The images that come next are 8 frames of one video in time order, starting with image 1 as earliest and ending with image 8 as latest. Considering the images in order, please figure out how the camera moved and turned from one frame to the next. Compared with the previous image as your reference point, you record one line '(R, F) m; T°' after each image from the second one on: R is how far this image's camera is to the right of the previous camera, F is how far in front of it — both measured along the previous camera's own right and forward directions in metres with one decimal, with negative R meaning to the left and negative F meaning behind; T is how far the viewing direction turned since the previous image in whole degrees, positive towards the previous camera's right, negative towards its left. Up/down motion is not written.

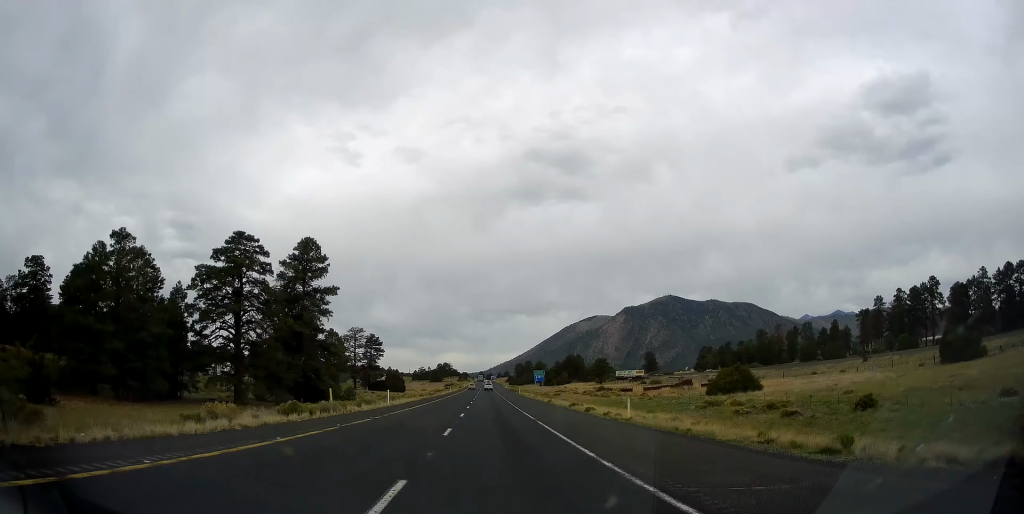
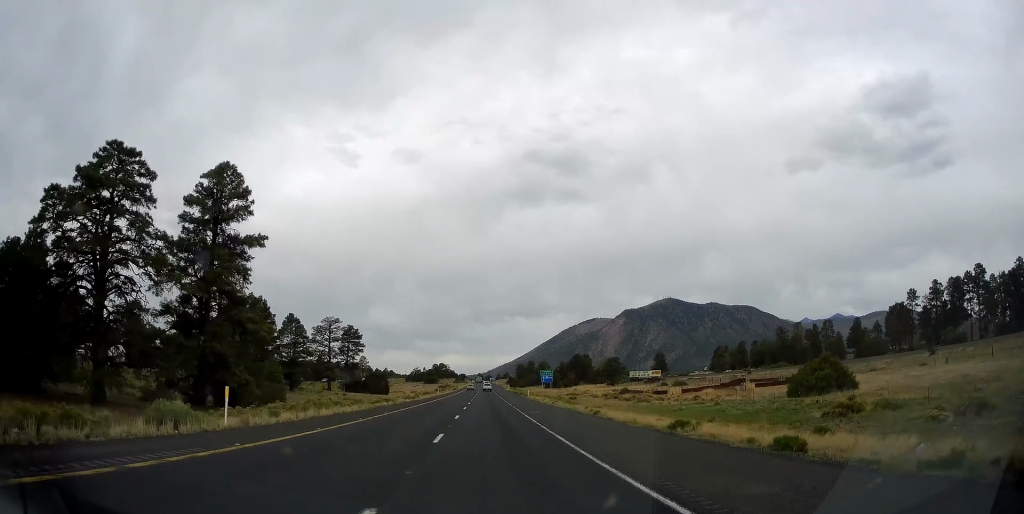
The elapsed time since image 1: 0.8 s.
(-0.1, +27.3) m; 0°
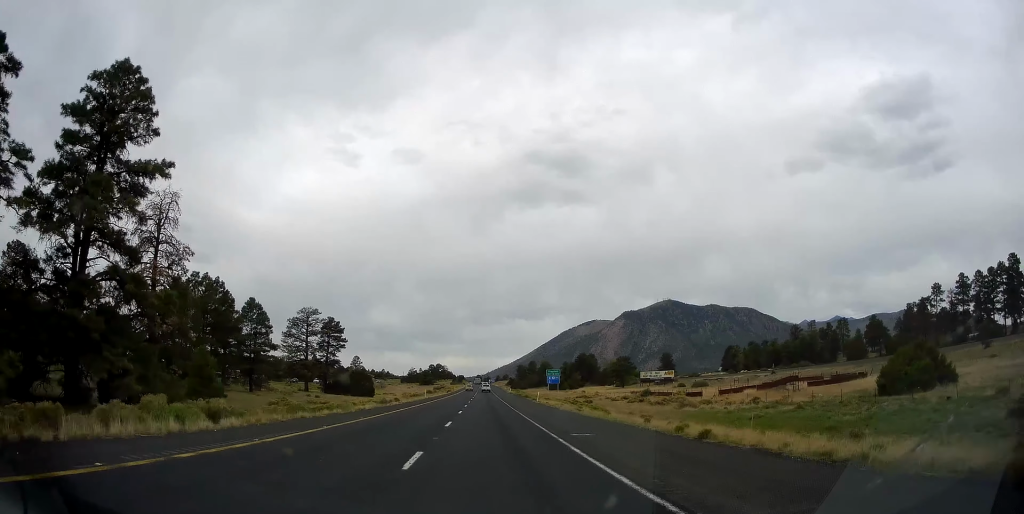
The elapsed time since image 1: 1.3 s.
(+0.4, +17.9) m; 0°
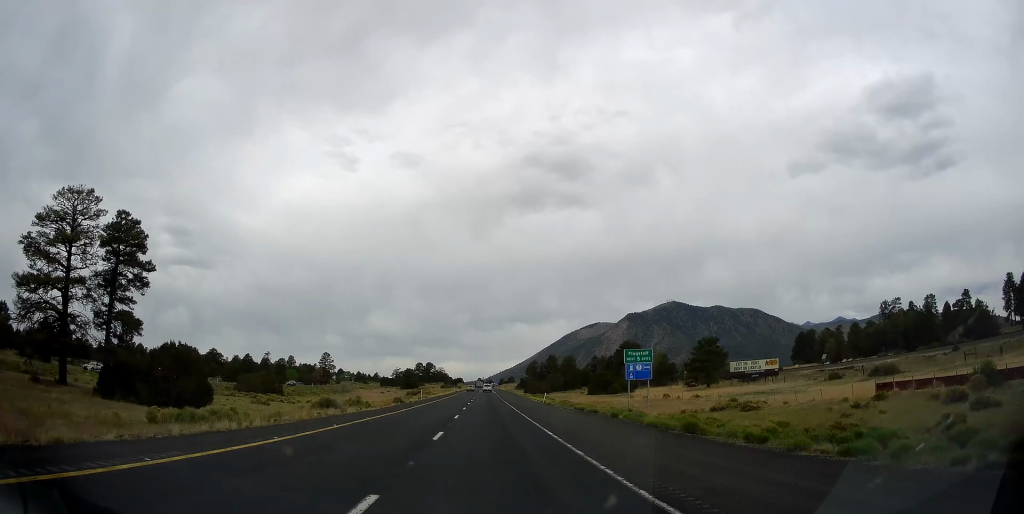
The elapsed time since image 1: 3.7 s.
(+1.0, +79.6) m; +1°
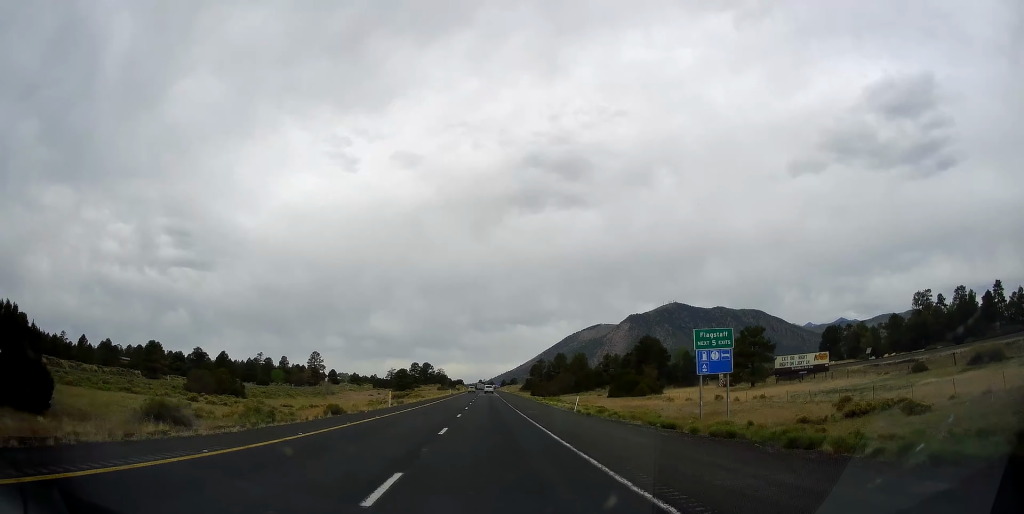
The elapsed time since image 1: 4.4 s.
(-0.3, +22.4) m; -2°
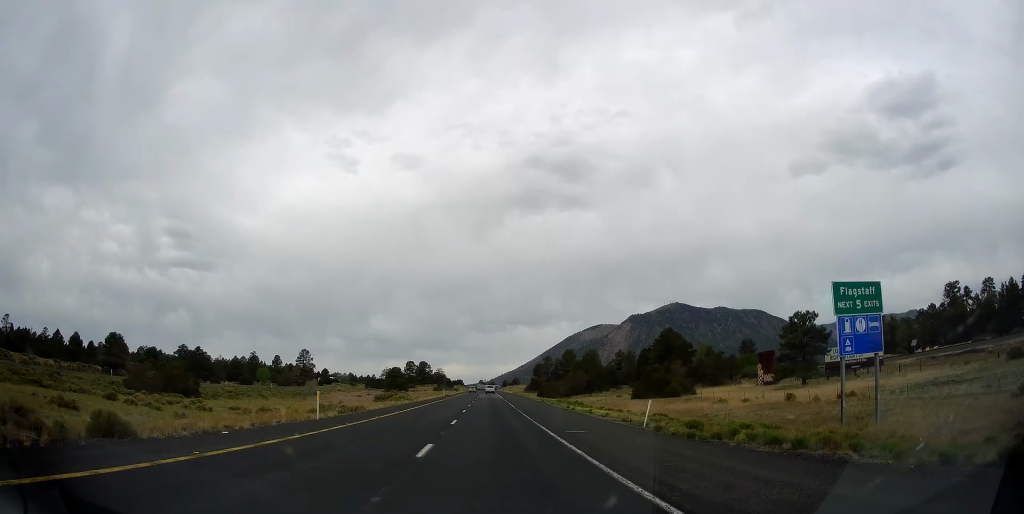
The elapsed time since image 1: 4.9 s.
(-0.3, +19.1) m; -1°
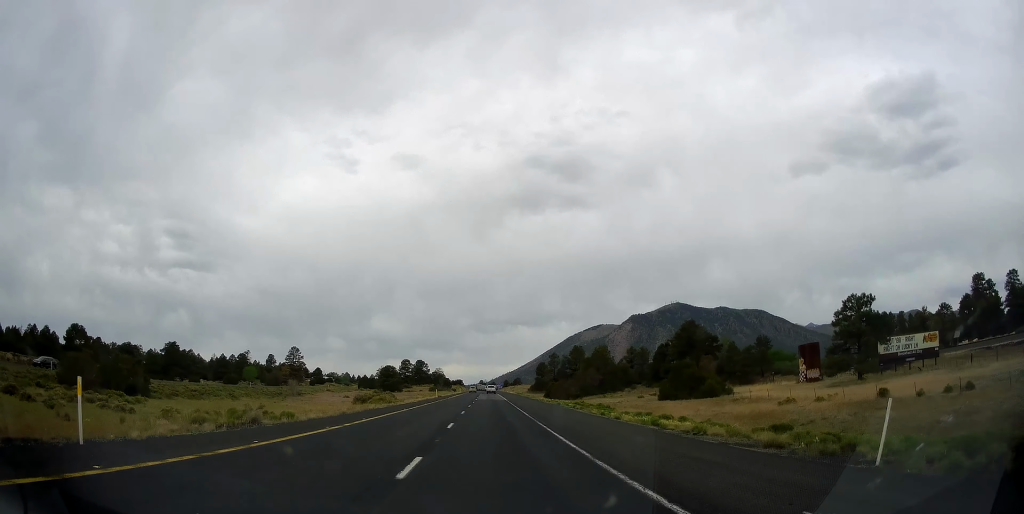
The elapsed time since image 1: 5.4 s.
(-0.3, +15.7) m; 0°
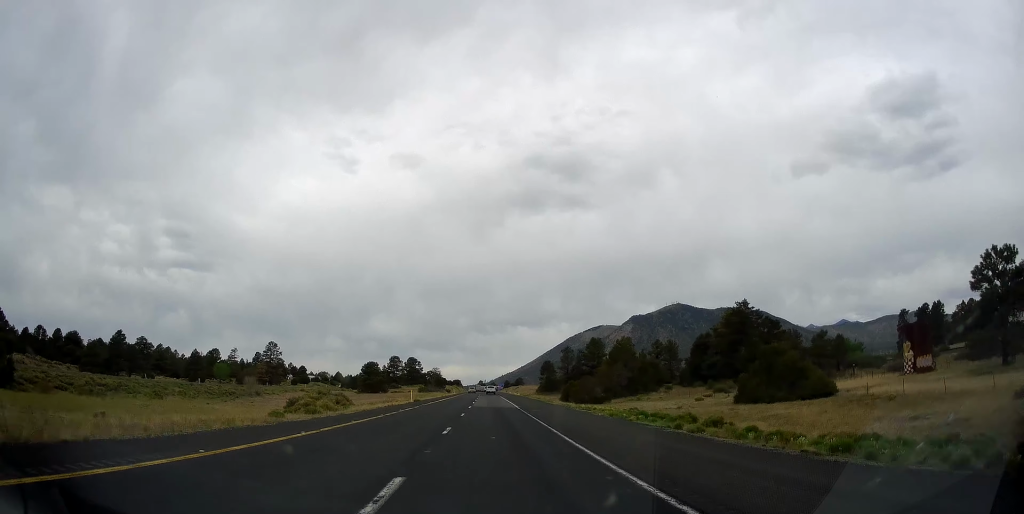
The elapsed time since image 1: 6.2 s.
(+0.2, +27.8) m; +1°
